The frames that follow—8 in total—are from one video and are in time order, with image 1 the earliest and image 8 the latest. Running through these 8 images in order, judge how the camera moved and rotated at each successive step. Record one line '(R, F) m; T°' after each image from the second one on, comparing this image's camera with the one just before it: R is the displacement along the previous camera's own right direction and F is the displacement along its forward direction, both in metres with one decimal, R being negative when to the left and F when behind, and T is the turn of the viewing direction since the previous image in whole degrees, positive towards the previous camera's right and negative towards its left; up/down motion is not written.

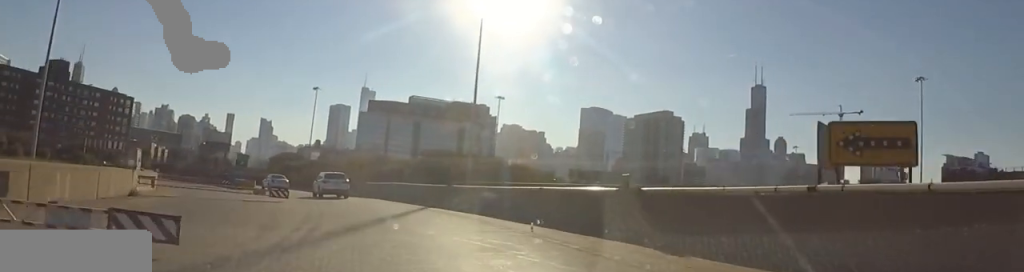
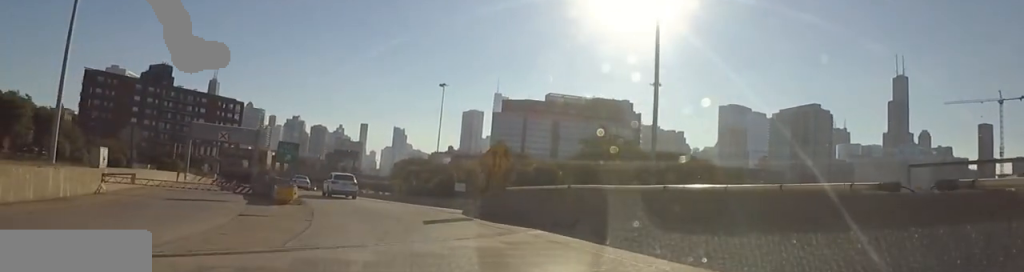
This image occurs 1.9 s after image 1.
(-3.3, +25.9) m; -10°
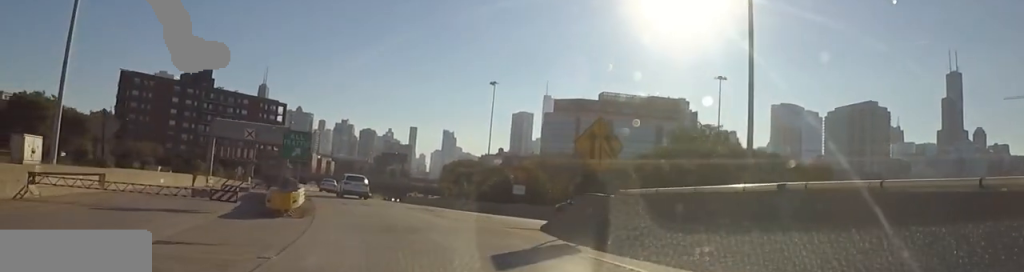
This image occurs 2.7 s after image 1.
(+0.3, +9.2) m; -4°
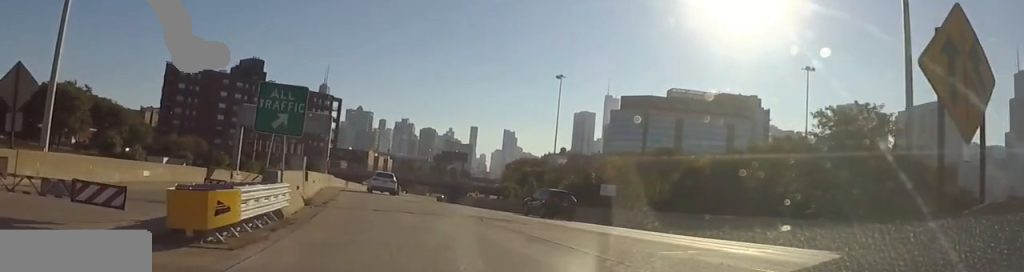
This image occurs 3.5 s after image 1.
(-1.2, +11.3) m; -6°
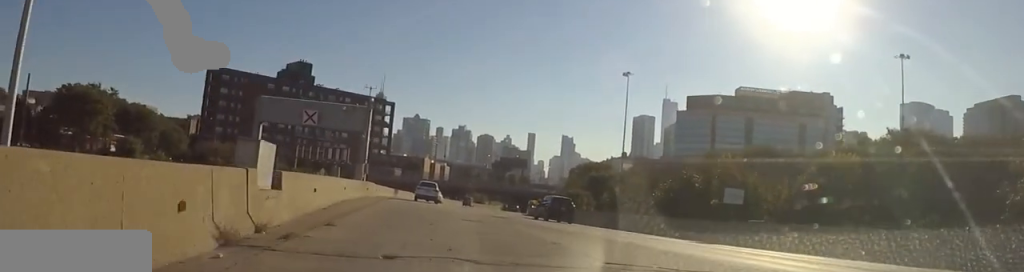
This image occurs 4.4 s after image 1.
(-0.4, +12.1) m; 0°
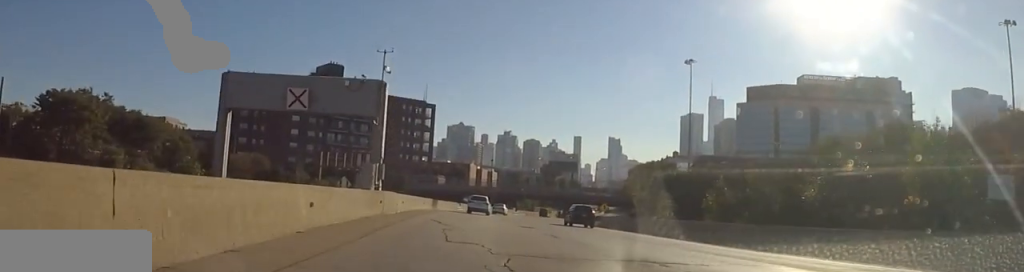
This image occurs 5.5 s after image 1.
(+0.3, +16.2) m; +1°
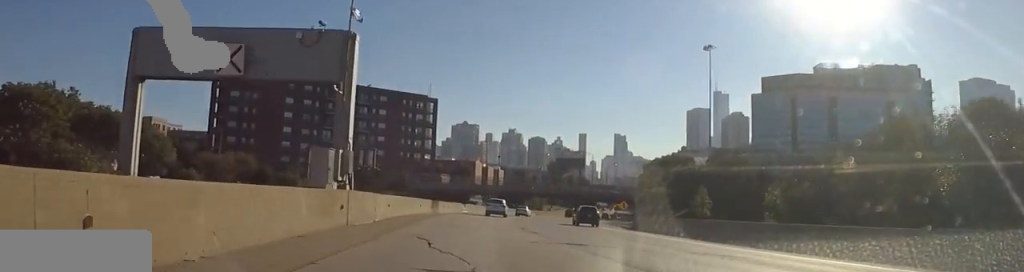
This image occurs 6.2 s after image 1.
(-0.1, +10.4) m; 0°
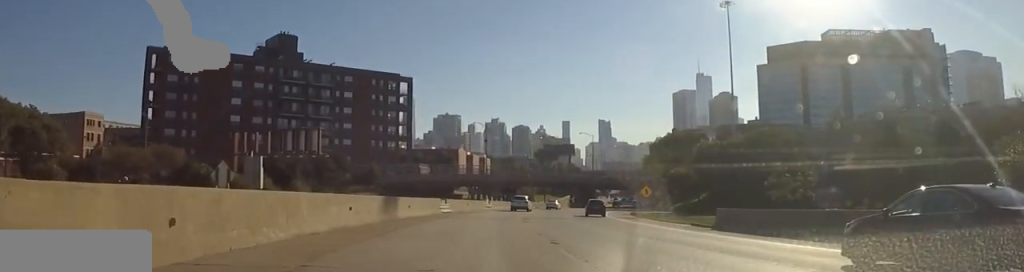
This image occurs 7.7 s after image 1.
(+0.2, +22.3) m; +6°
